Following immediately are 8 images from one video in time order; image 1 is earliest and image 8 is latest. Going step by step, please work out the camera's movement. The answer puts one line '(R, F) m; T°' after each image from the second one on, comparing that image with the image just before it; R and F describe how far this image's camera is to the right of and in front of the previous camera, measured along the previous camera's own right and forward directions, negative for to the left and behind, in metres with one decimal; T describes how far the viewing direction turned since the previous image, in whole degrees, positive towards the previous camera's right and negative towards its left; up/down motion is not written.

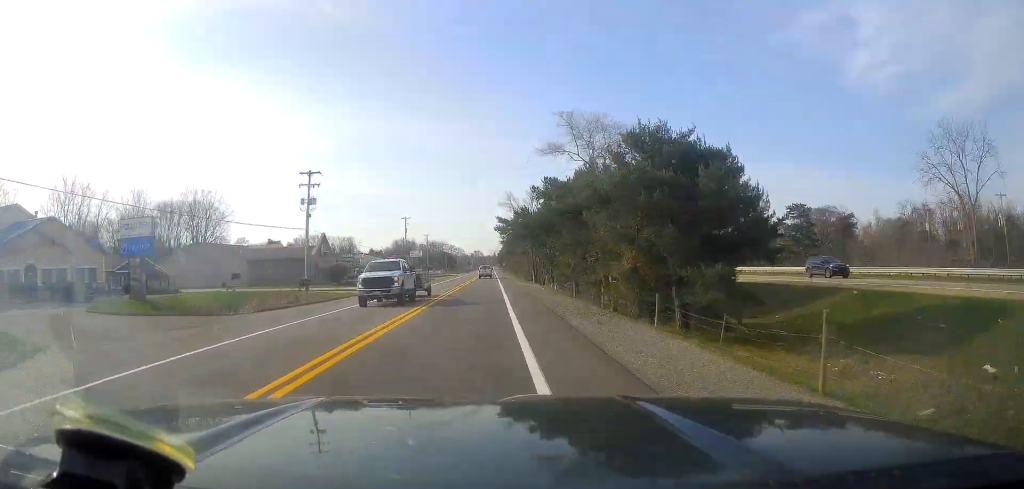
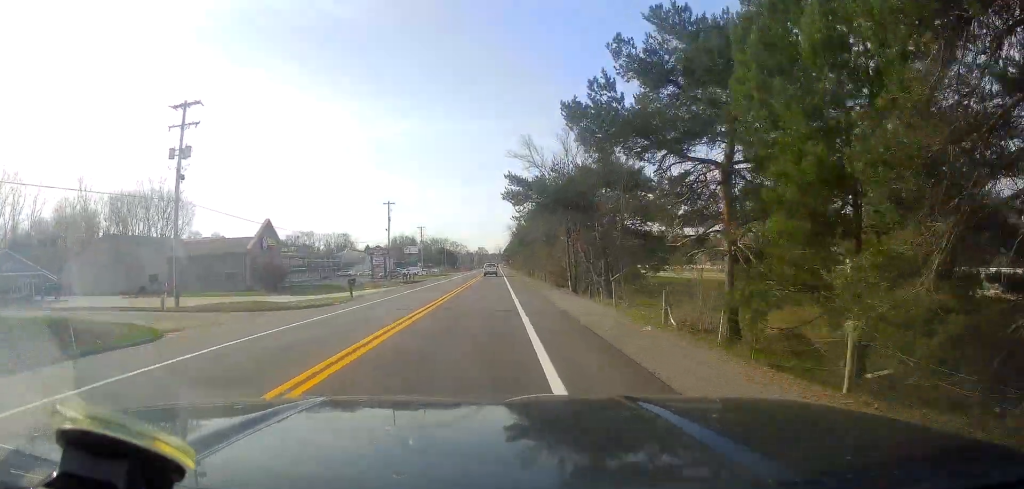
(+0.3, +28.7) m; 0°
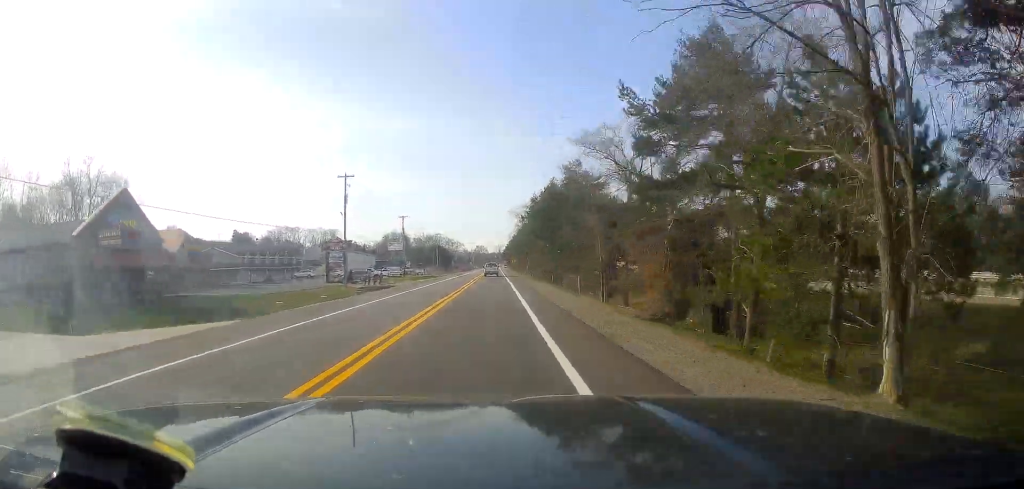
(-0.2, +32.8) m; 0°
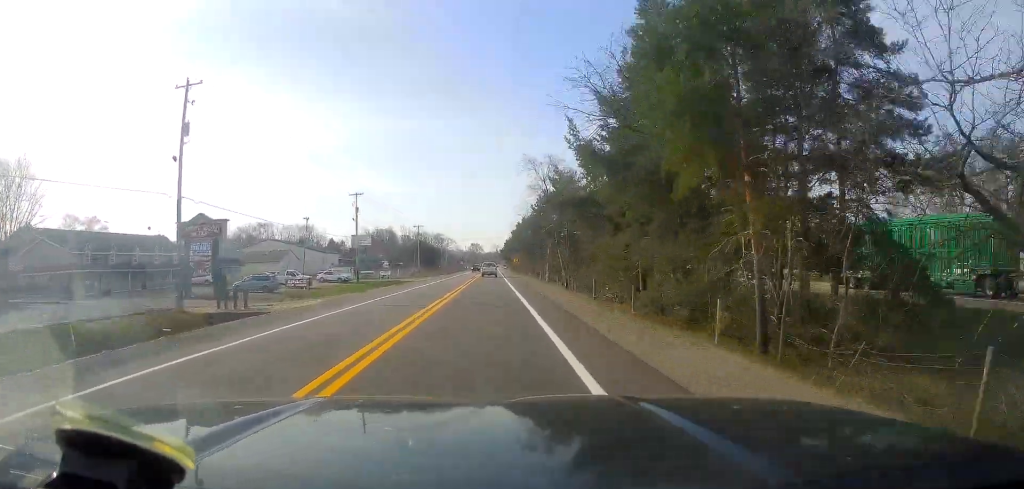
(+0.1, +42.8) m; +1°
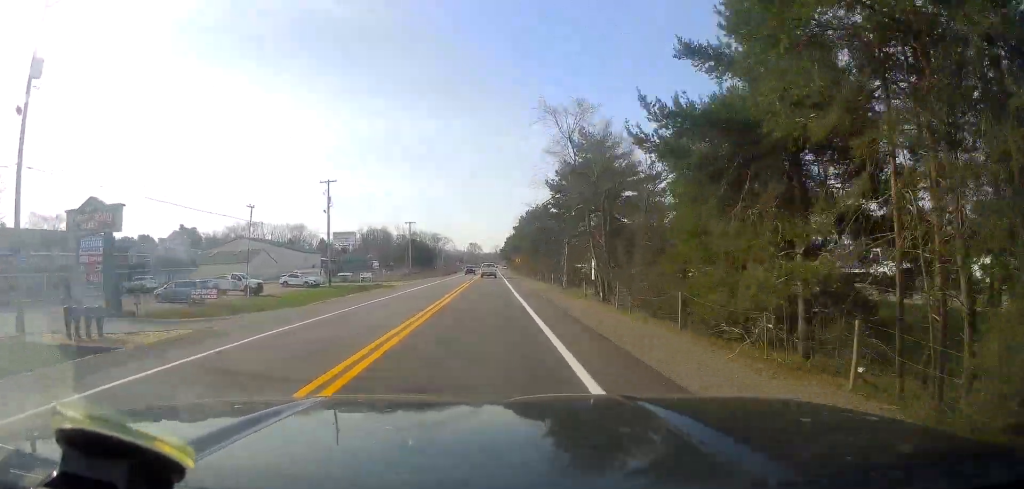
(+0.5, +15.3) m; 0°
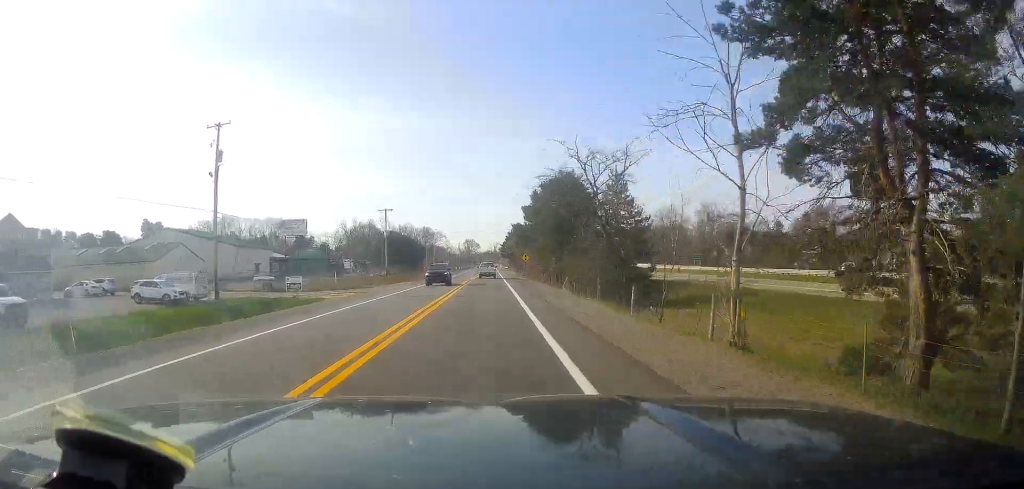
(-0.7, +32.0) m; -1°
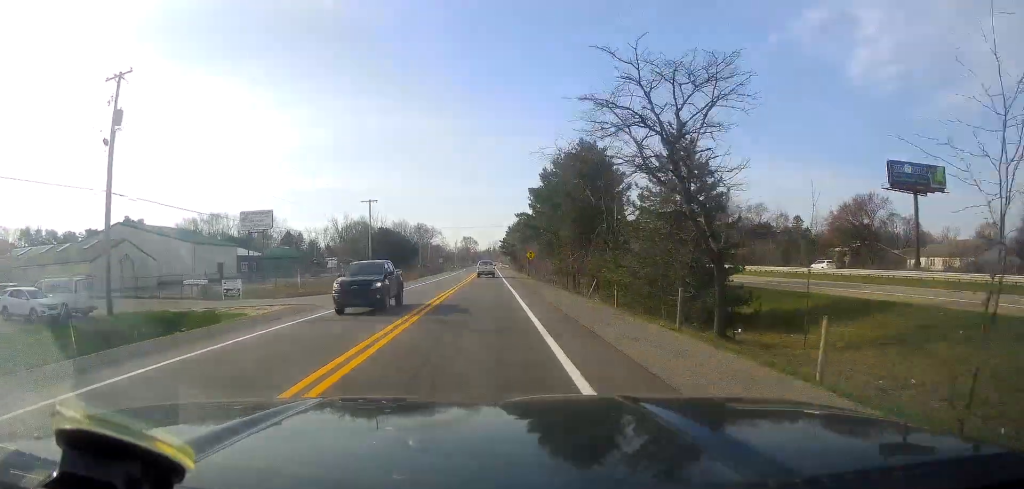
(+0.2, +14.1) m; +1°
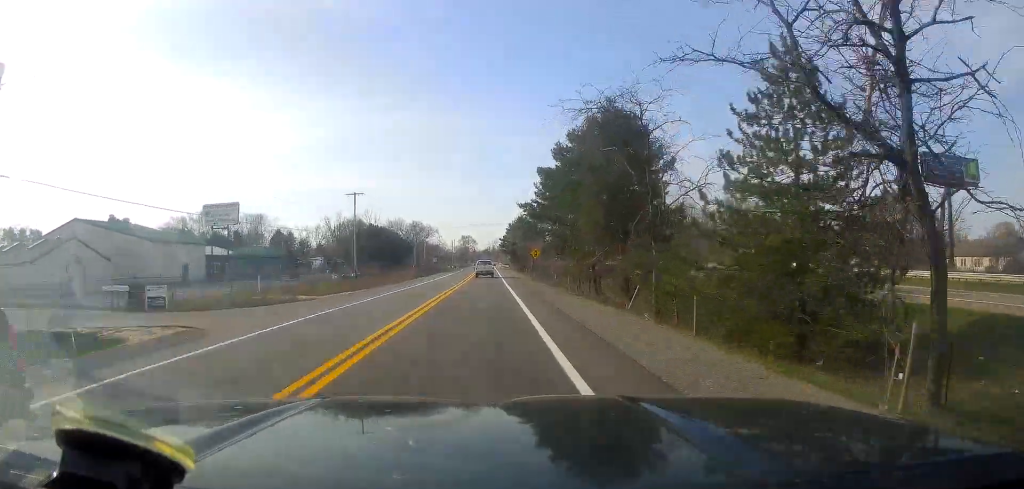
(+0.1, +10.6) m; 0°
